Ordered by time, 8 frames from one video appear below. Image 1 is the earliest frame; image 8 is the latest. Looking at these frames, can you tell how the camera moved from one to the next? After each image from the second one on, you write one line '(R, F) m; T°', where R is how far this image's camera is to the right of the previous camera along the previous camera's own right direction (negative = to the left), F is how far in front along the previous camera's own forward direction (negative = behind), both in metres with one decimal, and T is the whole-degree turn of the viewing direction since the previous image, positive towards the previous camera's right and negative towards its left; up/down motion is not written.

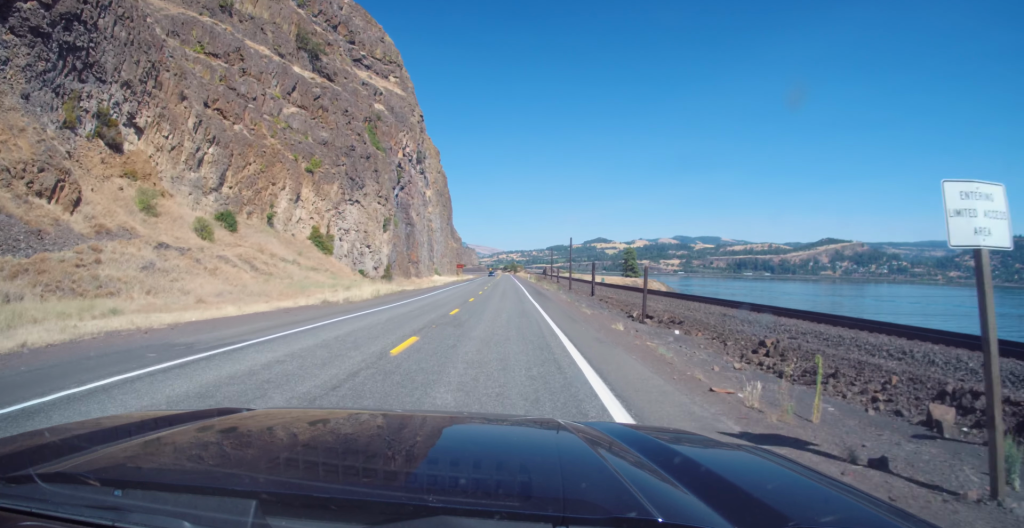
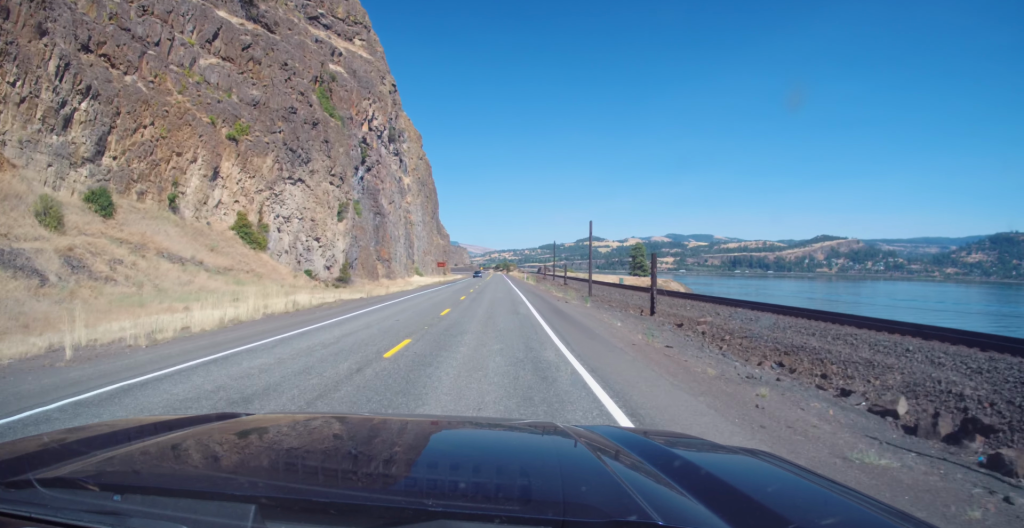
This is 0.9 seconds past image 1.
(+0.2, +24.3) m; 0°
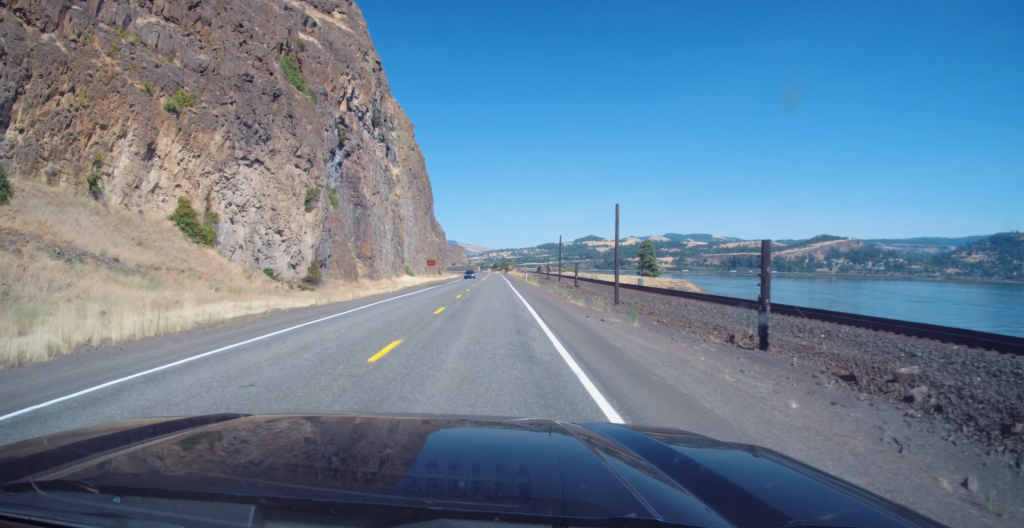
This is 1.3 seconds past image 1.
(+0.3, +12.7) m; 0°
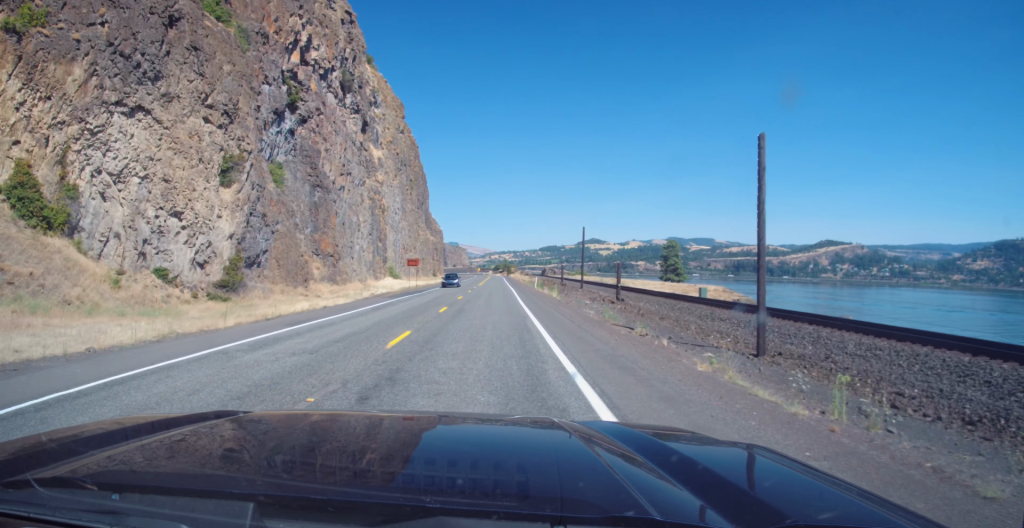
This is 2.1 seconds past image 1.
(-0.3, +22.6) m; 0°
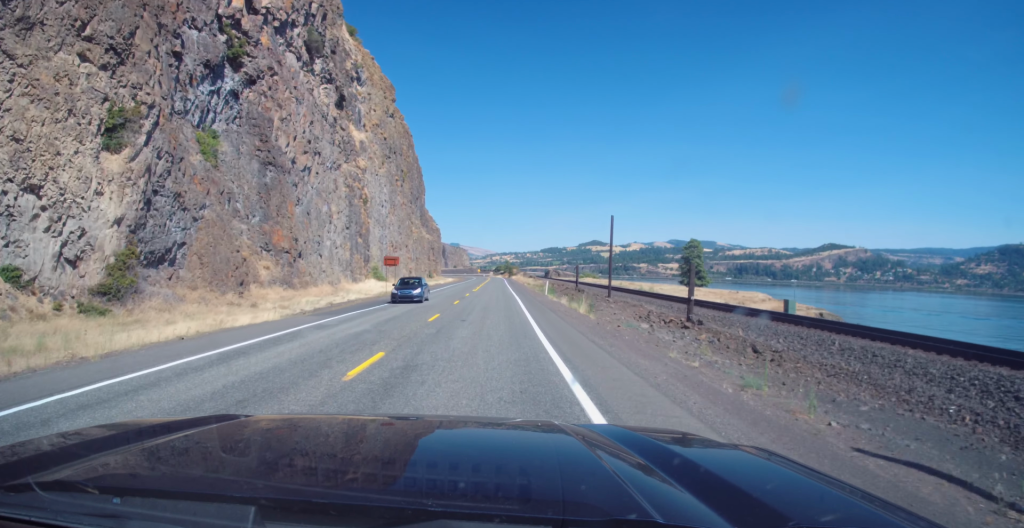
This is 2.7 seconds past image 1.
(-0.1, +16.5) m; 0°
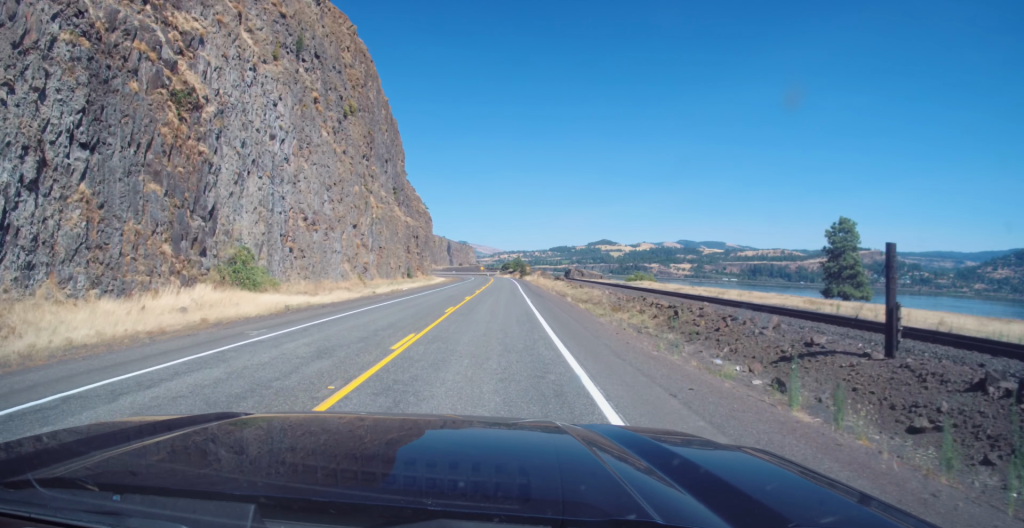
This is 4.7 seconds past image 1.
(0.0, +57.2) m; 0°
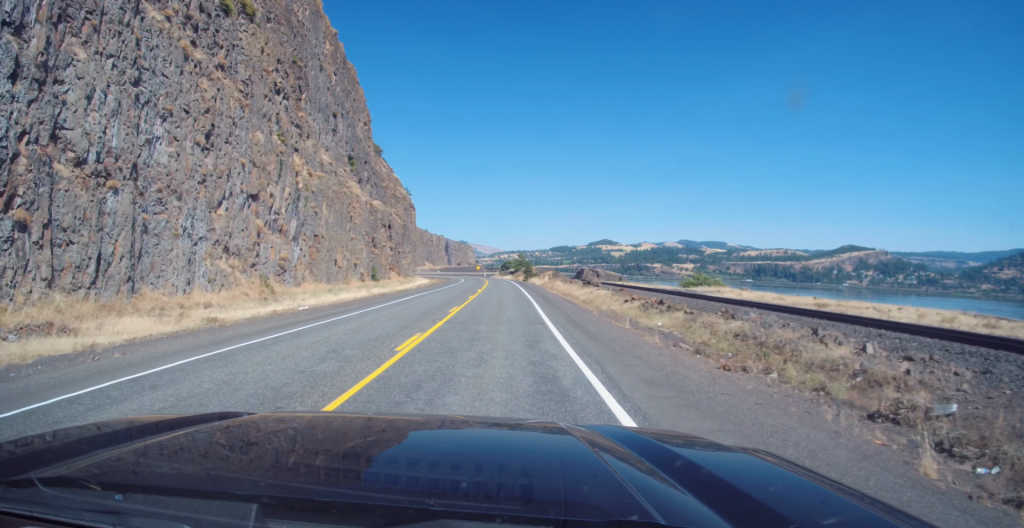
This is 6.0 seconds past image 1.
(+0.1, +37.1) m; 0°
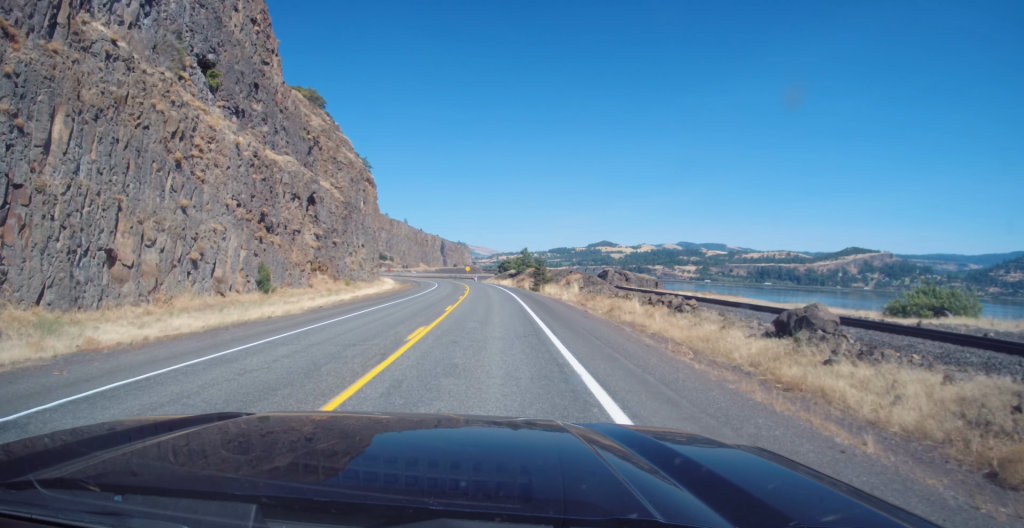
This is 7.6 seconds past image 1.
(+0.3, +46.3) m; 0°
